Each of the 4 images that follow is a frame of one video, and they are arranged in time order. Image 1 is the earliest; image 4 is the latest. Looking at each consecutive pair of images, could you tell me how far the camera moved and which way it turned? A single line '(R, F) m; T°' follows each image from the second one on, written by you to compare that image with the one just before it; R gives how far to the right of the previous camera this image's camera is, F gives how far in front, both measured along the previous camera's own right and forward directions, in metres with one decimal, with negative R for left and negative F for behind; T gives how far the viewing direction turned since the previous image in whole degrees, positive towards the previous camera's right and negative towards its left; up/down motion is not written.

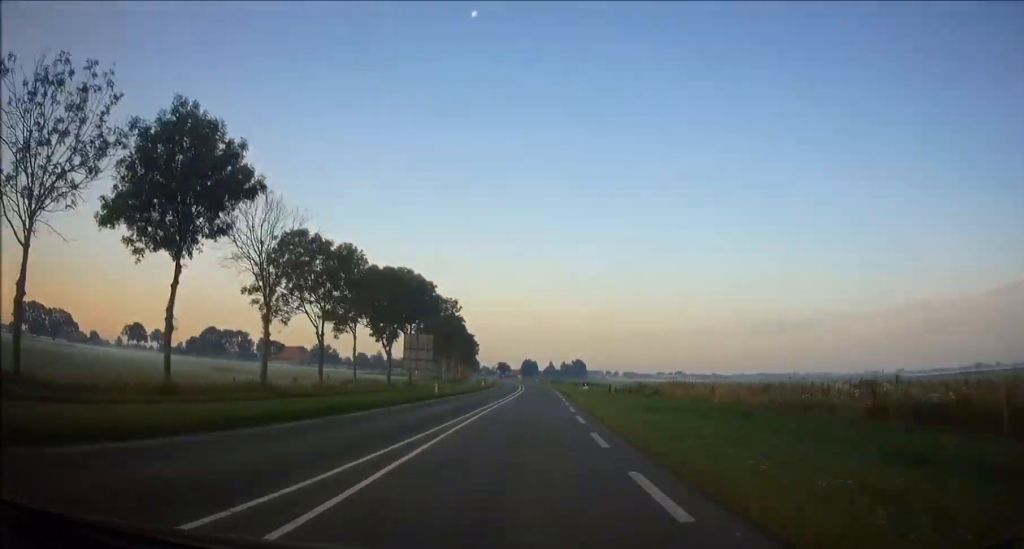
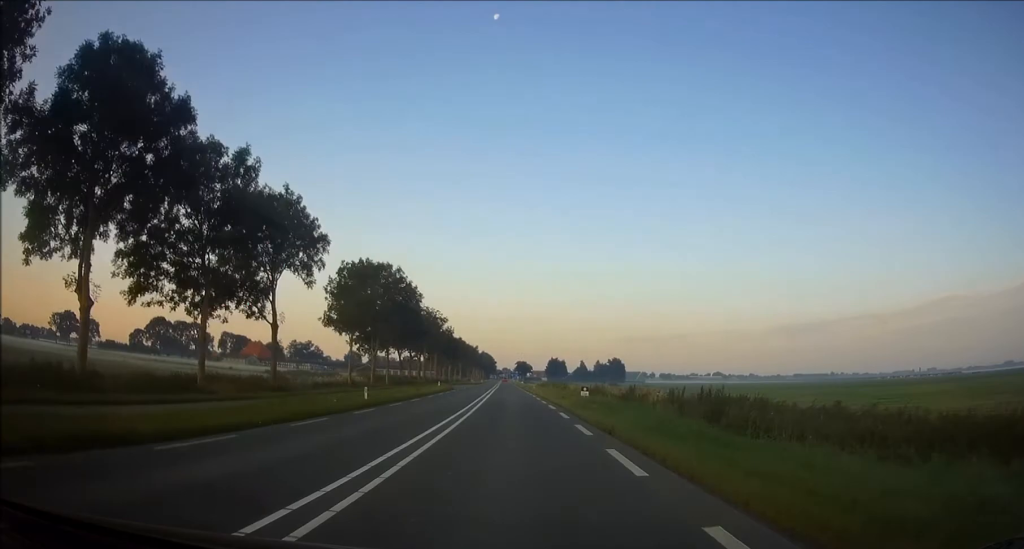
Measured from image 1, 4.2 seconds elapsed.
(-0.2, +97.4) m; -2°
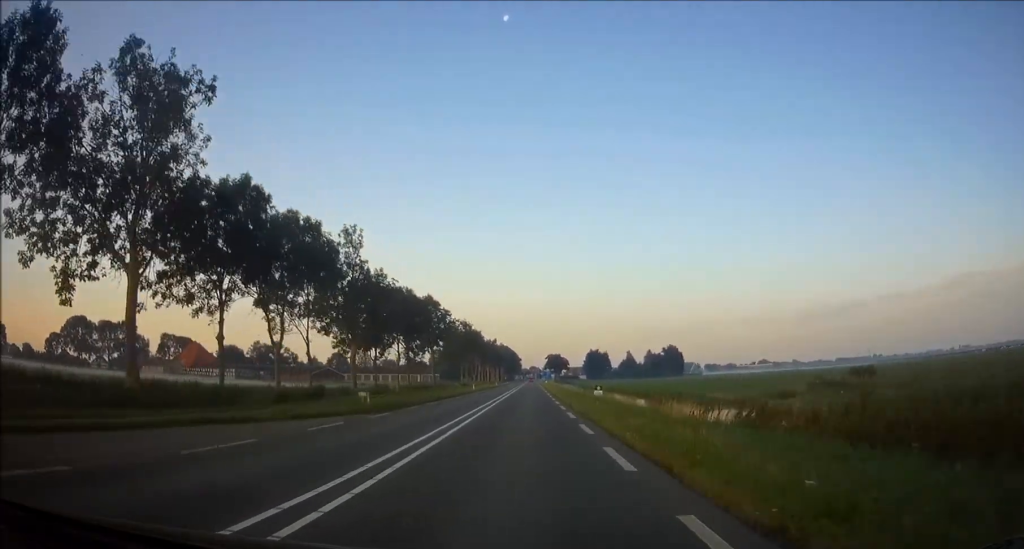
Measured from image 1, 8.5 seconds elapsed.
(-2.5, +99.8) m; -2°
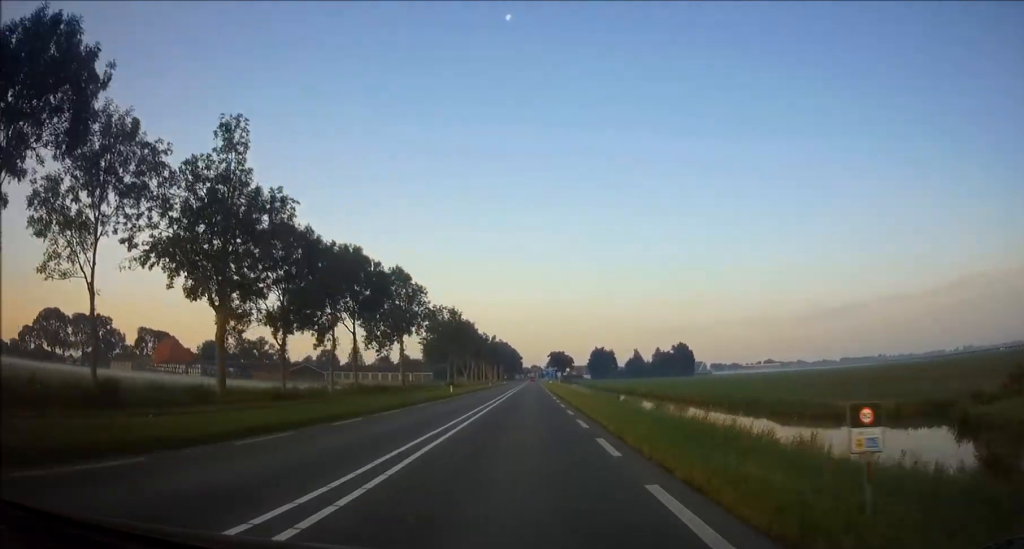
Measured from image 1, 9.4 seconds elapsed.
(0.0, +22.0) m; 0°
